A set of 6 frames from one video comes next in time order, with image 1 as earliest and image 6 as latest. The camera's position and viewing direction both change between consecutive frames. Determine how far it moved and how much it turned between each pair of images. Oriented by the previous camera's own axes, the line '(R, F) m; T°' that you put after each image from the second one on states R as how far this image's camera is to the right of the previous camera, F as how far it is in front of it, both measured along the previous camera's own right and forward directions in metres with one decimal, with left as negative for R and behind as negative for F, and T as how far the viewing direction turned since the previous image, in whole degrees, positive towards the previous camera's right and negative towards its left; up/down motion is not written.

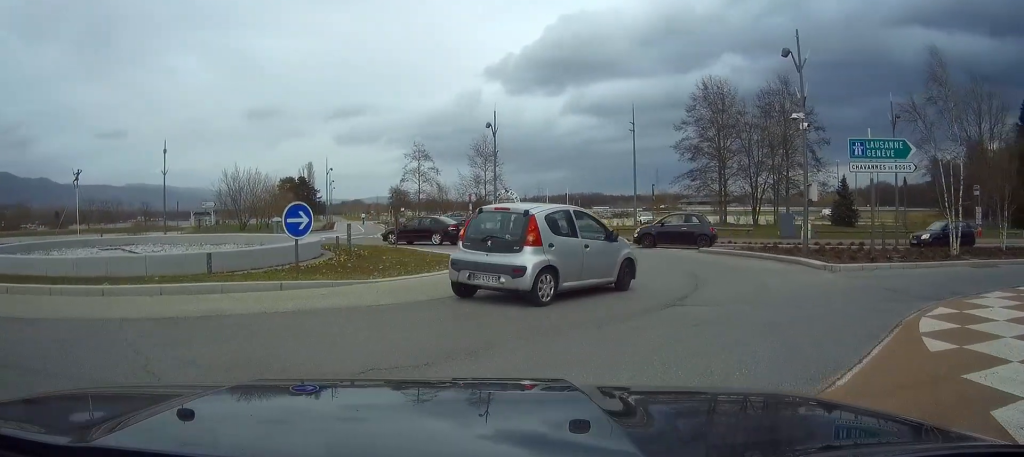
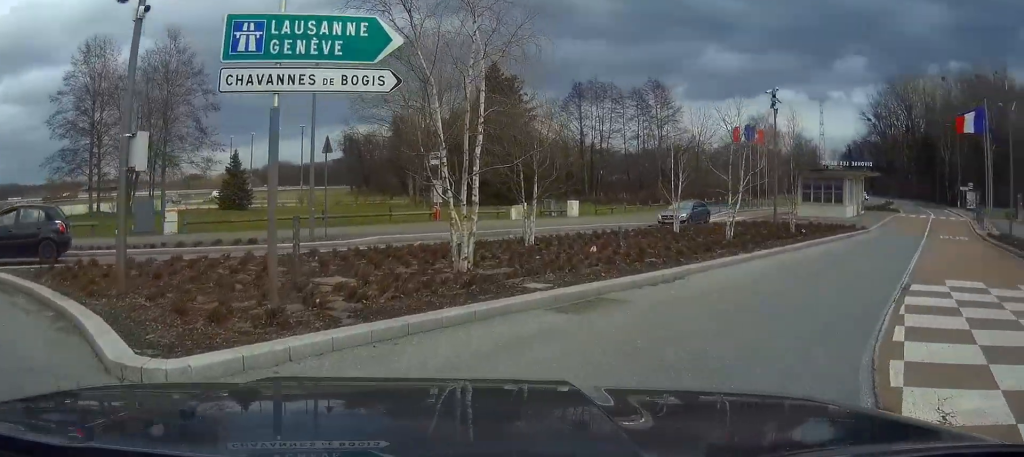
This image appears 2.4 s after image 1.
(+3.7, +9.3) m; +42°
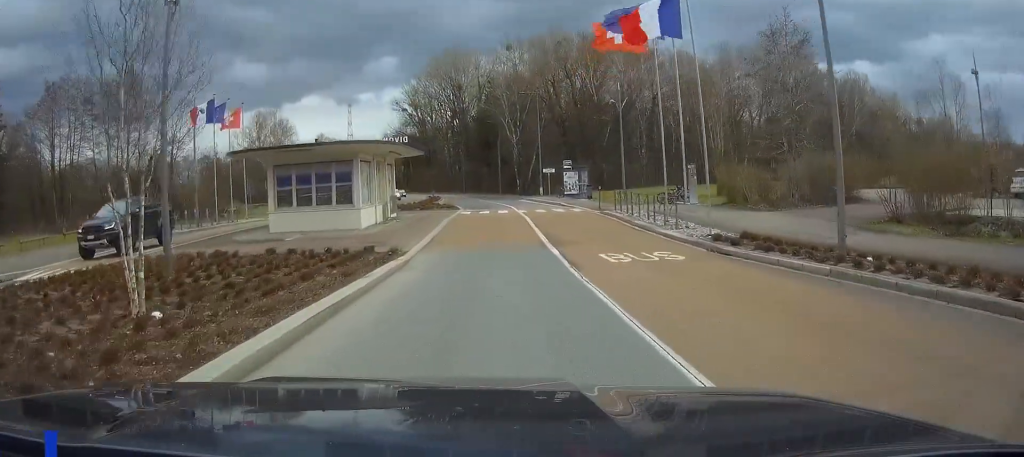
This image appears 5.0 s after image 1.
(+6.6, +15.6) m; +36°
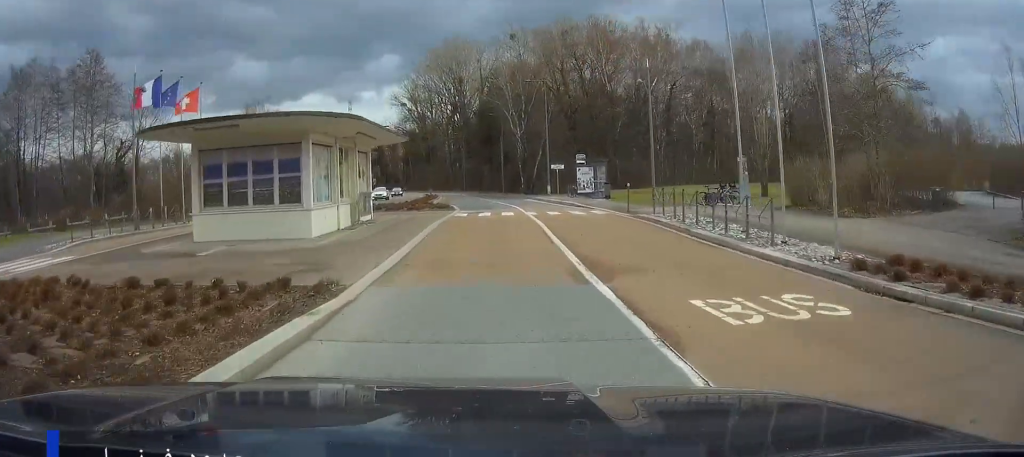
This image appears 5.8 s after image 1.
(+0.1, +7.4) m; +3°
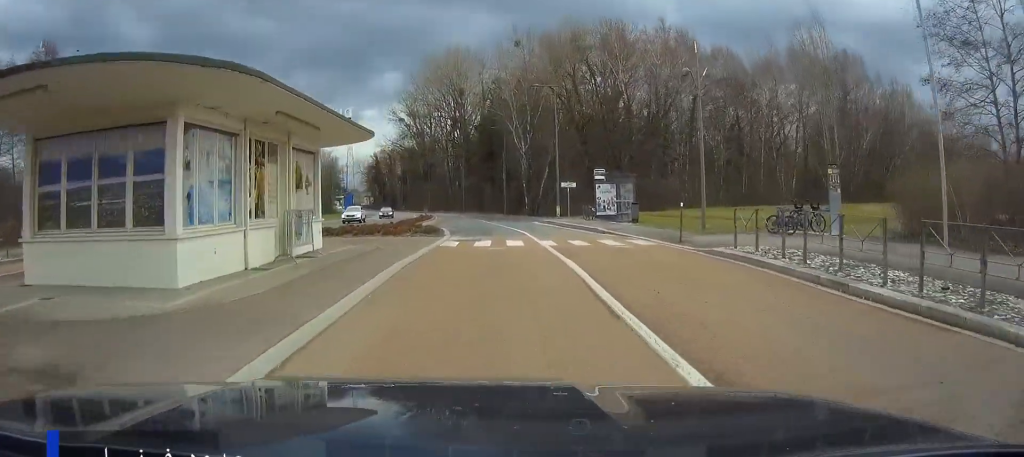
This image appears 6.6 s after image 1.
(+0.3, +9.5) m; +2°
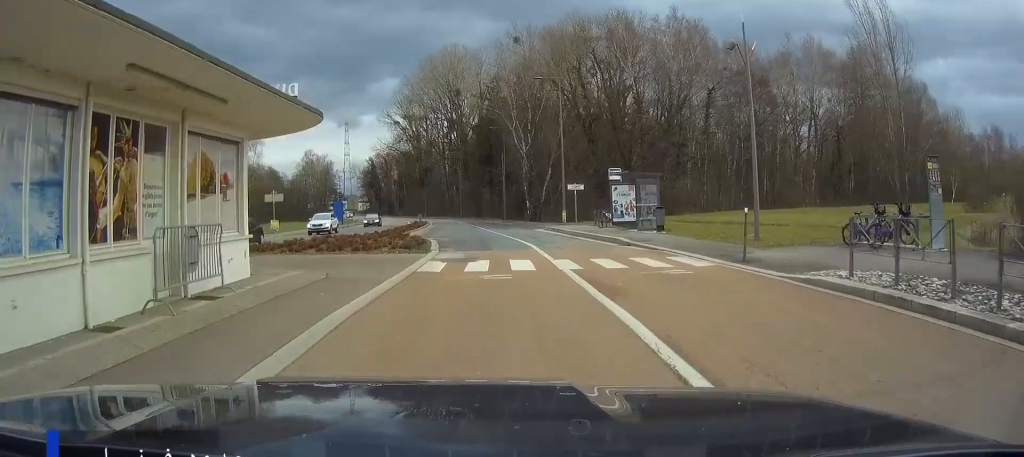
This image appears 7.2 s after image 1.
(+0.1, +6.2) m; +1°
